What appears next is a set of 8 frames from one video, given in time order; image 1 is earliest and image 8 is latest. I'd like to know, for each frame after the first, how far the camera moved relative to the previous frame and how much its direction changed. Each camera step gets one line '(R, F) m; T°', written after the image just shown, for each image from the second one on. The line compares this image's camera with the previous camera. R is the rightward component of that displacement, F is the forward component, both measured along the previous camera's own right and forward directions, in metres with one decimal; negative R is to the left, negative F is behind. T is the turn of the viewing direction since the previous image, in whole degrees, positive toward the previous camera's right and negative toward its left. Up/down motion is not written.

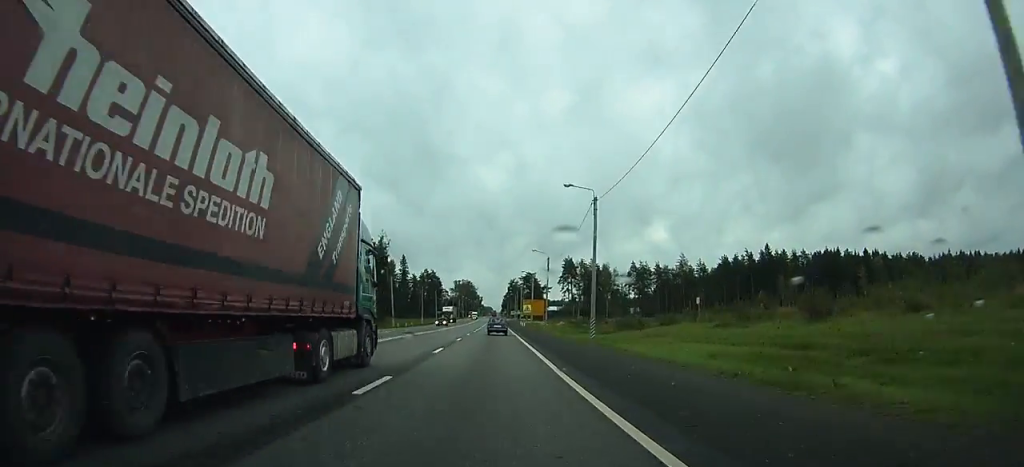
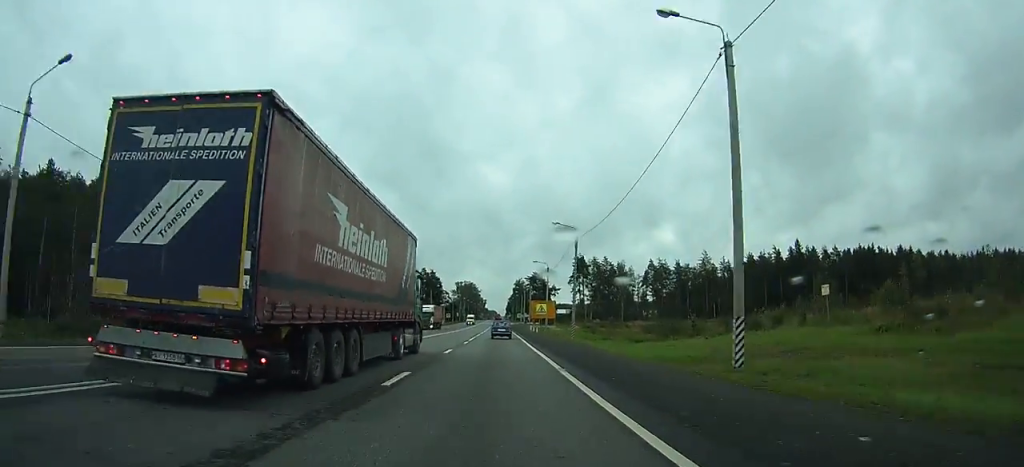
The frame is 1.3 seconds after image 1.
(+0.1, +23.2) m; 0°
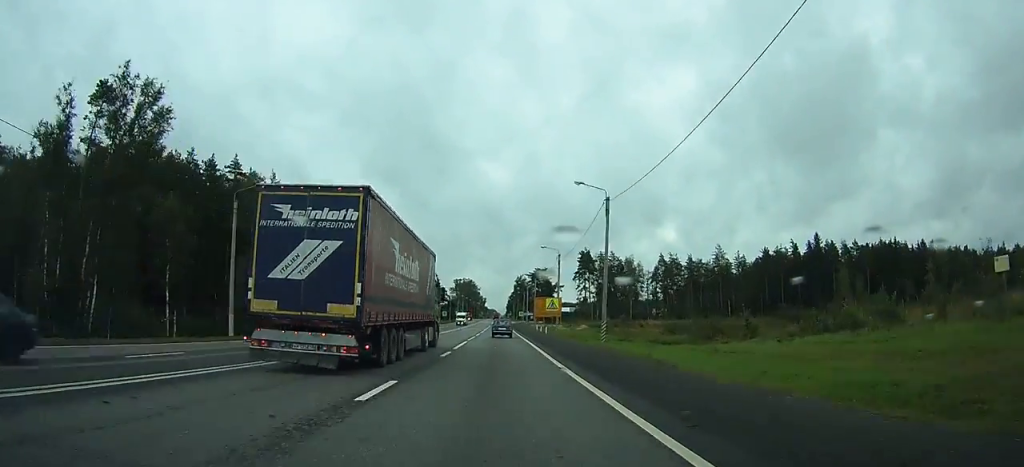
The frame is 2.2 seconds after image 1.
(0.0, +14.8) m; 0°
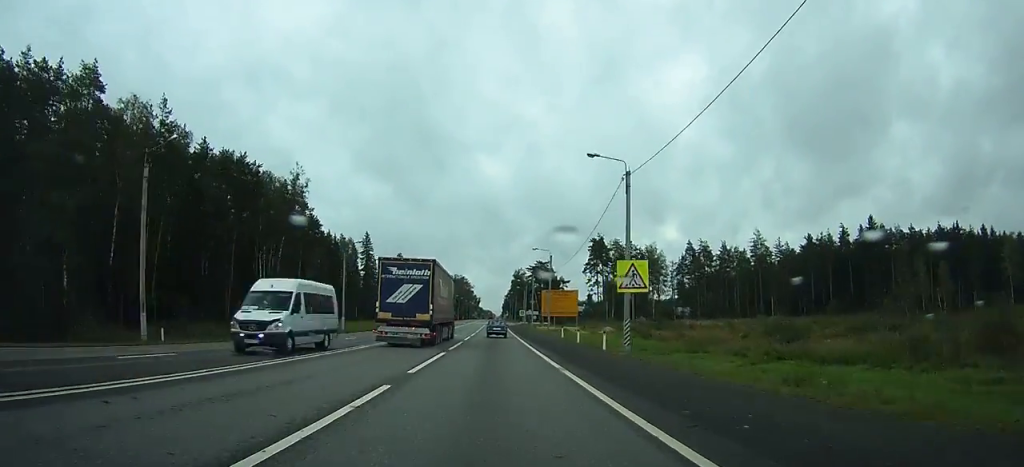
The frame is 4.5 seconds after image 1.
(0.0, +37.8) m; 0°
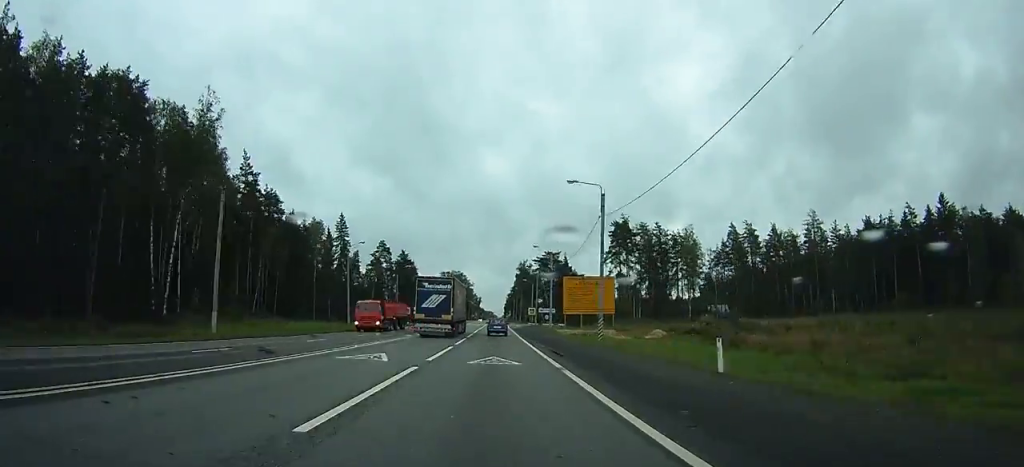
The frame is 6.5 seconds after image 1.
(0.0, +32.7) m; 0°
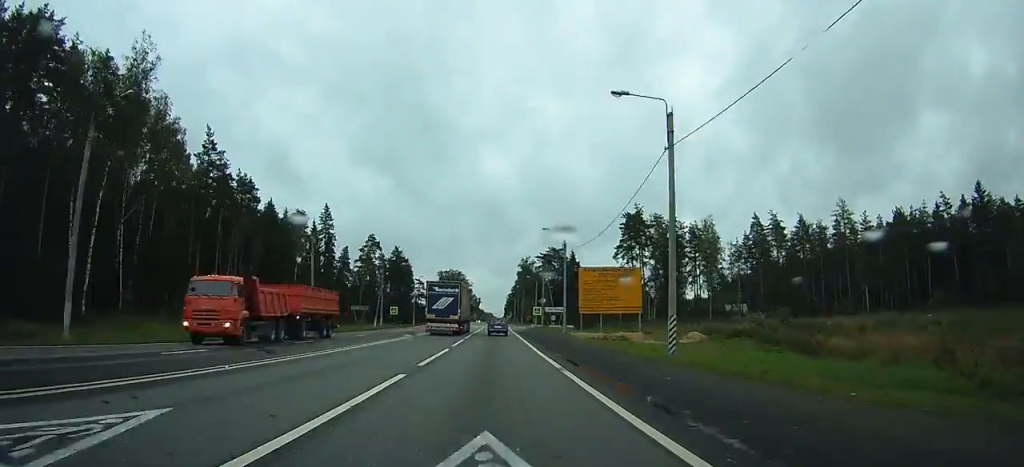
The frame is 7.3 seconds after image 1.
(0.0, +14.1) m; 0°
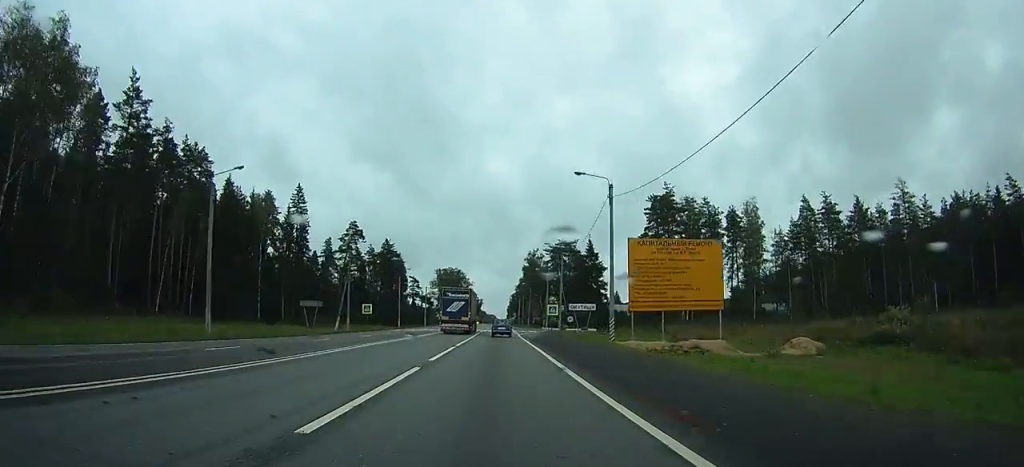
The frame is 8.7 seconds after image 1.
(0.0, +21.9) m; 0°
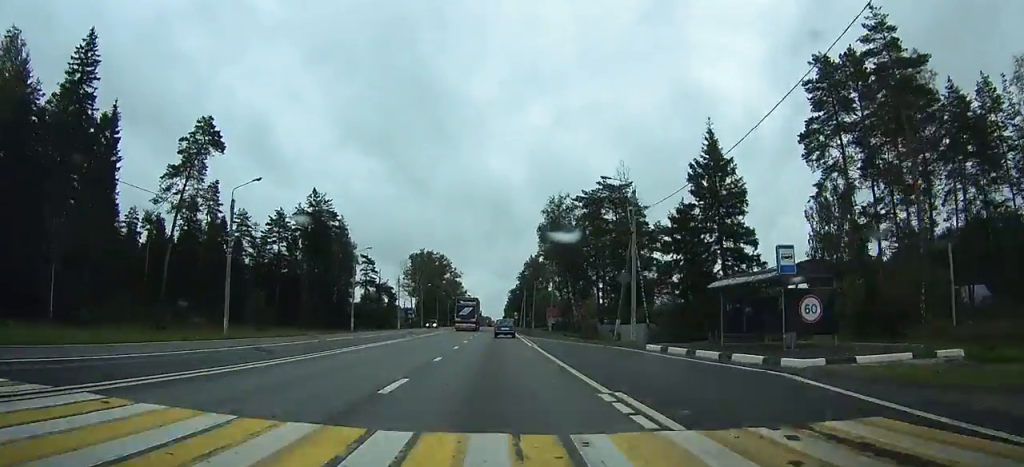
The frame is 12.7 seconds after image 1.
(0.0, +68.5) m; 0°
